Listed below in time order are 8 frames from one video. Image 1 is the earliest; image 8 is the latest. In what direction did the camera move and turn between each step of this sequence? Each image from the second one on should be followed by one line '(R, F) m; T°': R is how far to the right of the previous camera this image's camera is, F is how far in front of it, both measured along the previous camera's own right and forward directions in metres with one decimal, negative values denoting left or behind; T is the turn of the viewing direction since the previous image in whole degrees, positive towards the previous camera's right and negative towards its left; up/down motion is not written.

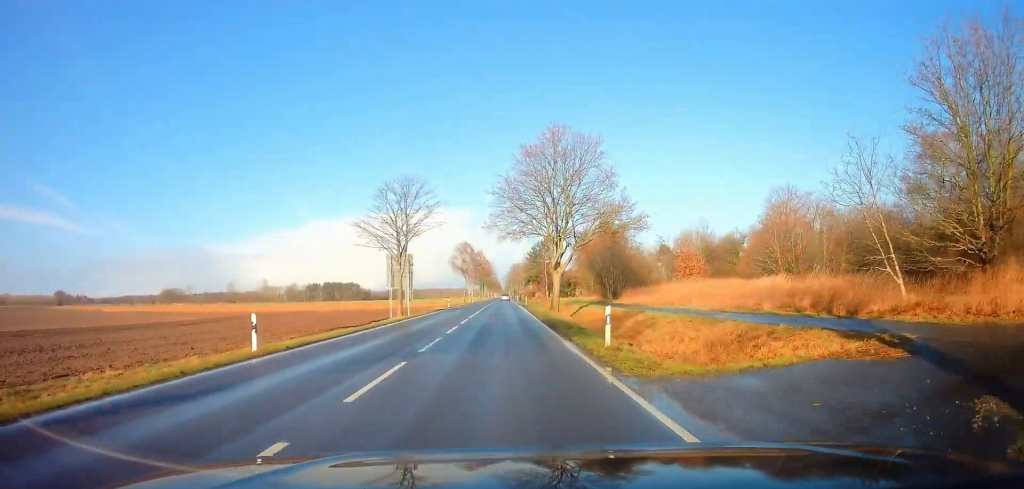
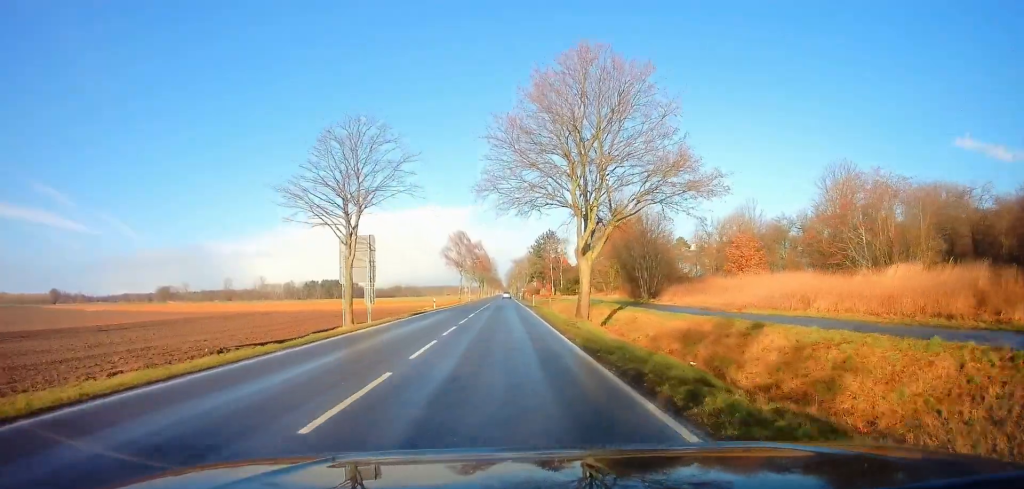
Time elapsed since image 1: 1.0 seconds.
(-0.3, +13.8) m; 0°
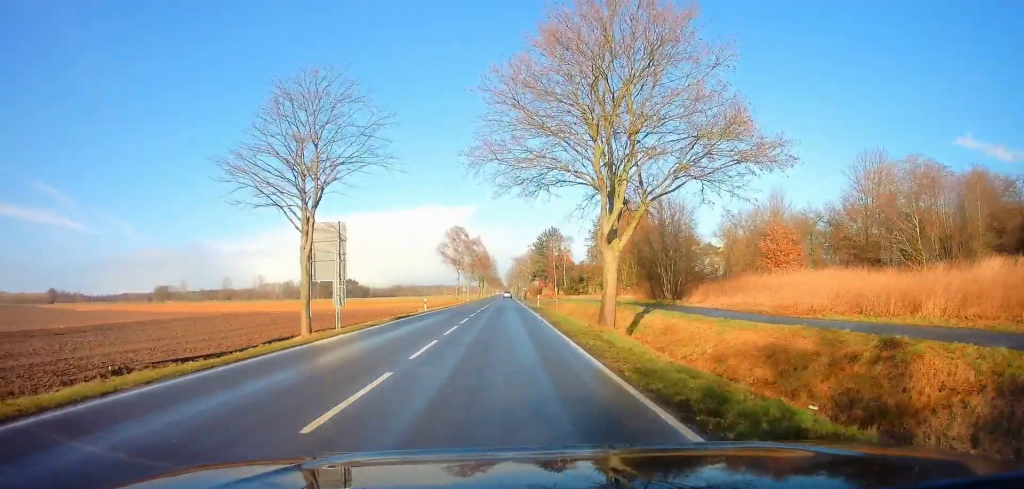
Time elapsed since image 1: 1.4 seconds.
(0.0, +6.2) m; 0°
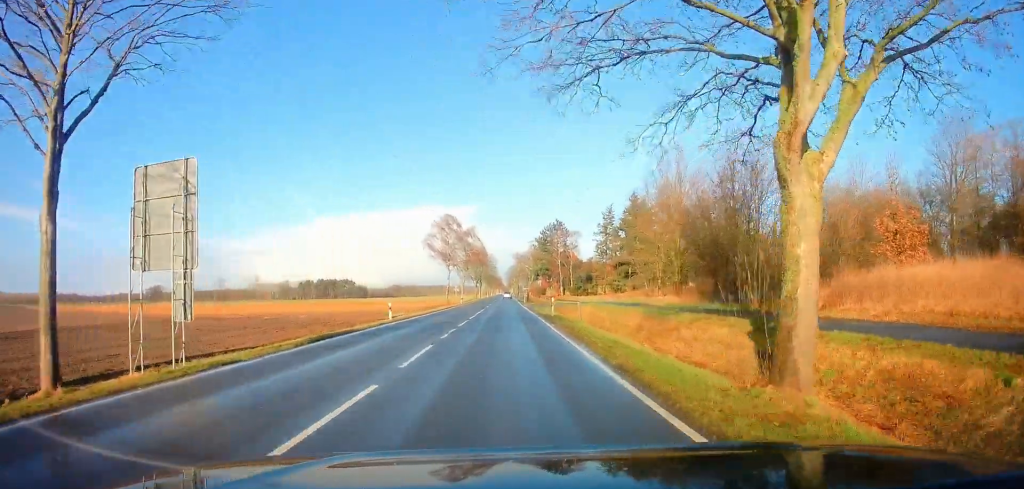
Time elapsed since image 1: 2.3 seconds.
(+0.2, +13.3) m; +1°
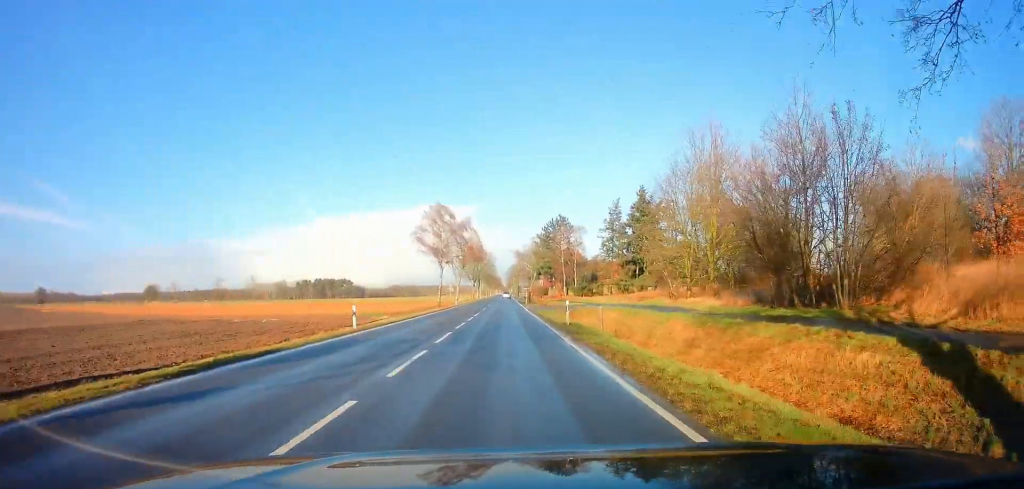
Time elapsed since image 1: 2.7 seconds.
(0.0, +7.2) m; -1°
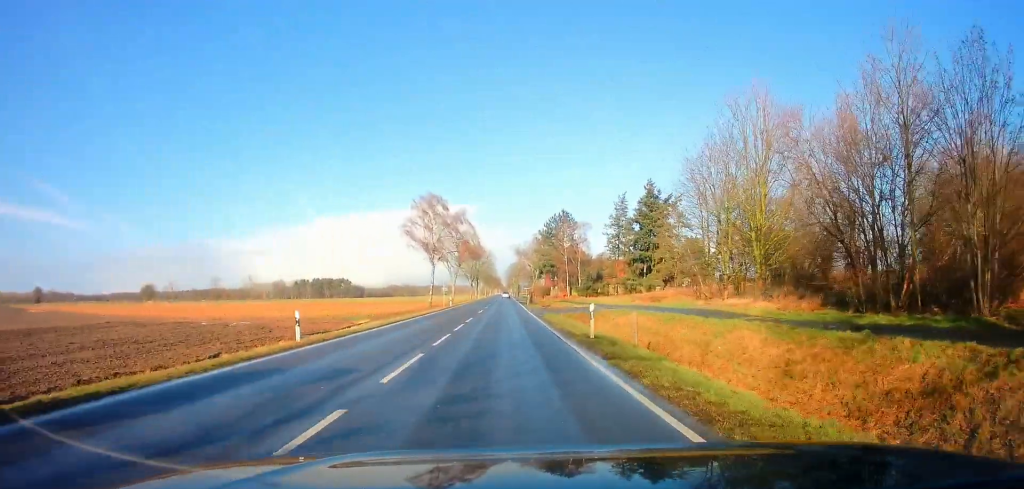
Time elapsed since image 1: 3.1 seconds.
(+0.1, +6.5) m; -1°
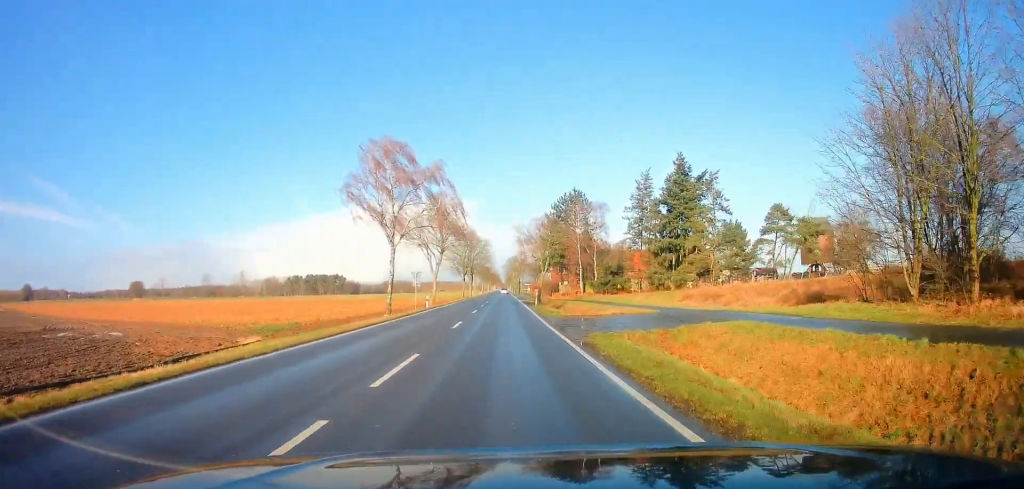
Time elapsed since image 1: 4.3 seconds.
(-0.3, +19.1) m; 0°
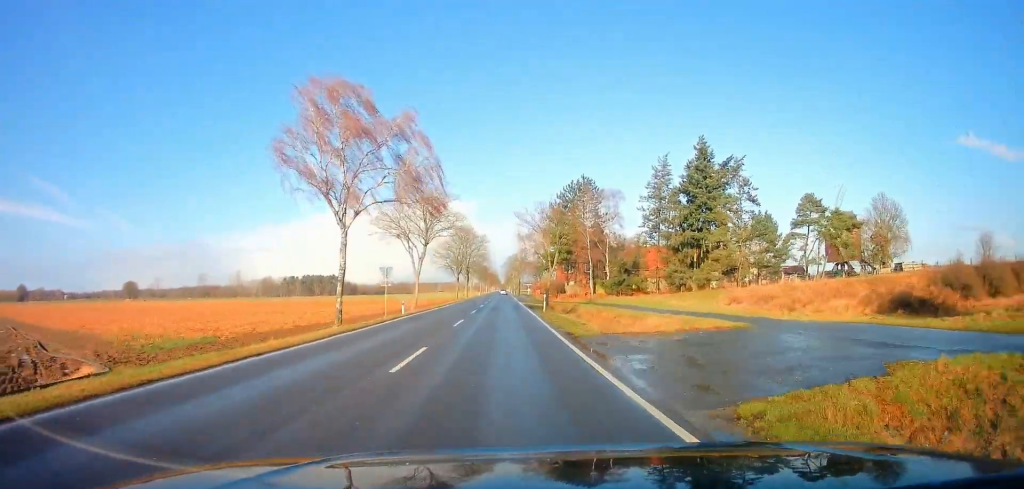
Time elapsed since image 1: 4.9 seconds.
(+0.2, +10.7) m; +1°
